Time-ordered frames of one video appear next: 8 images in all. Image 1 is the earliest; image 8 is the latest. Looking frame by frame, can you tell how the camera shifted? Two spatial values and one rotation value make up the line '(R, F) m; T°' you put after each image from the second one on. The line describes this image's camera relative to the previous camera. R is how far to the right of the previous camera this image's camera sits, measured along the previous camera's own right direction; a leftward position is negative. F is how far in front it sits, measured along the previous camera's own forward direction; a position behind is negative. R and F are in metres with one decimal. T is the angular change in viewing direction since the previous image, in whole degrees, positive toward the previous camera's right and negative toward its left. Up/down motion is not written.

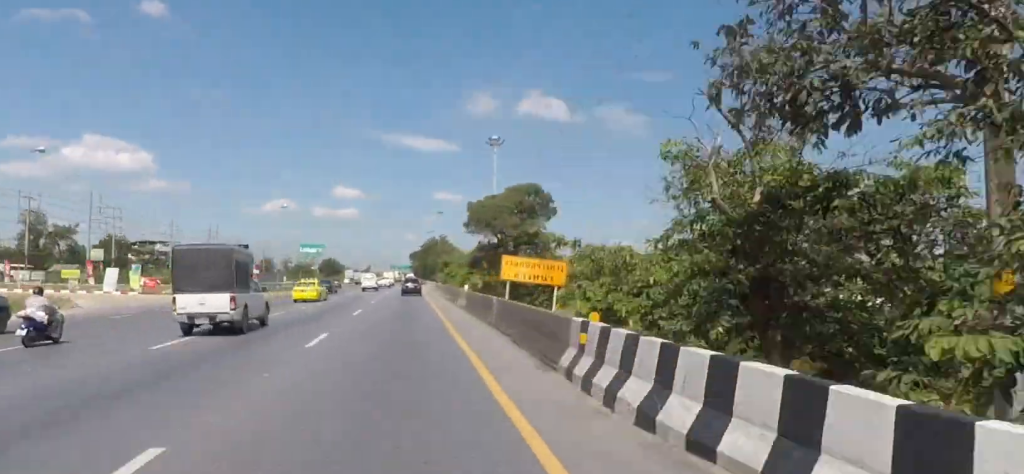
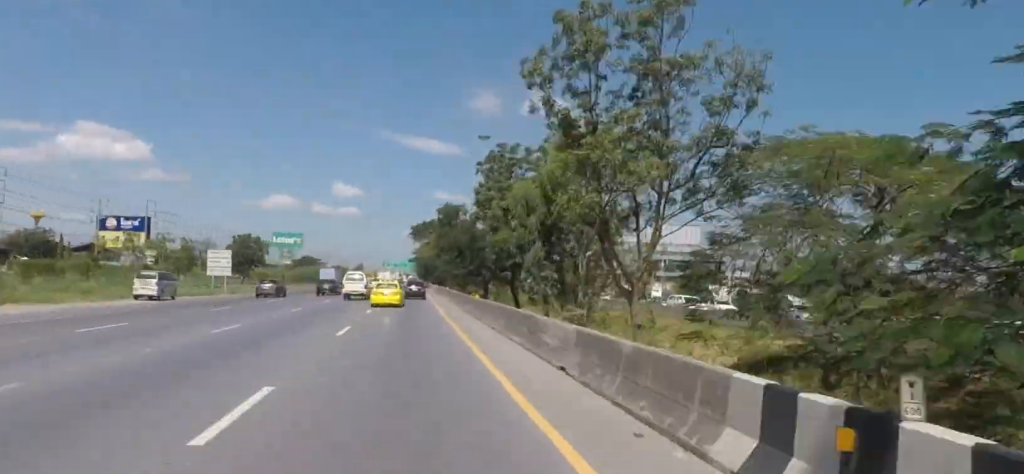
(-0.2, +124.3) m; 0°
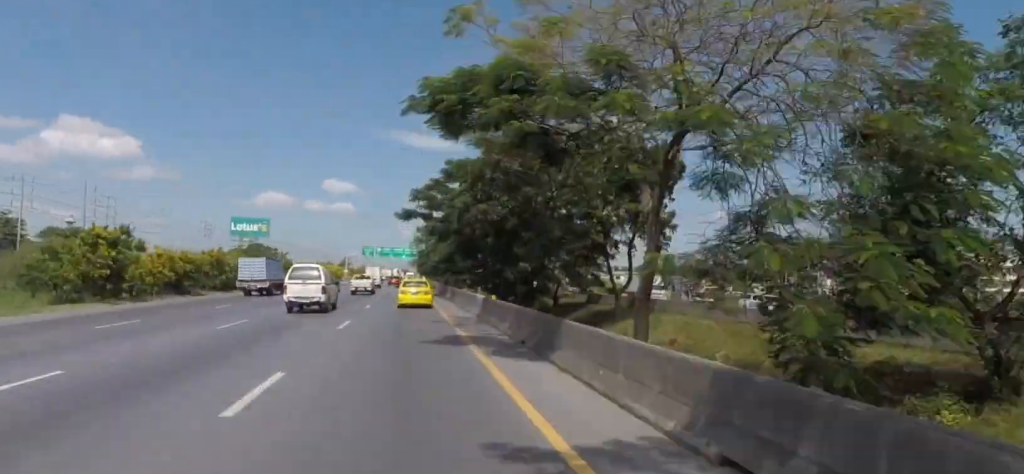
(+0.7, +106.9) m; +1°
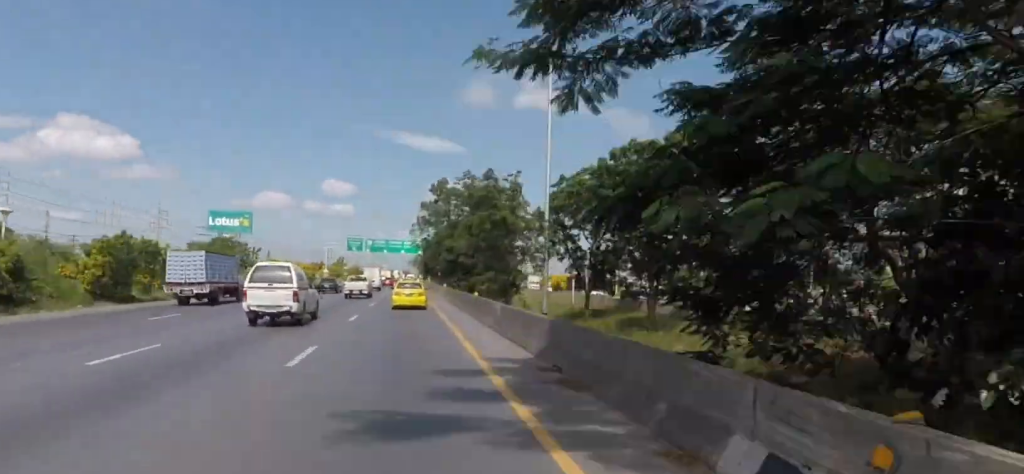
(+0.2, +44.9) m; 0°
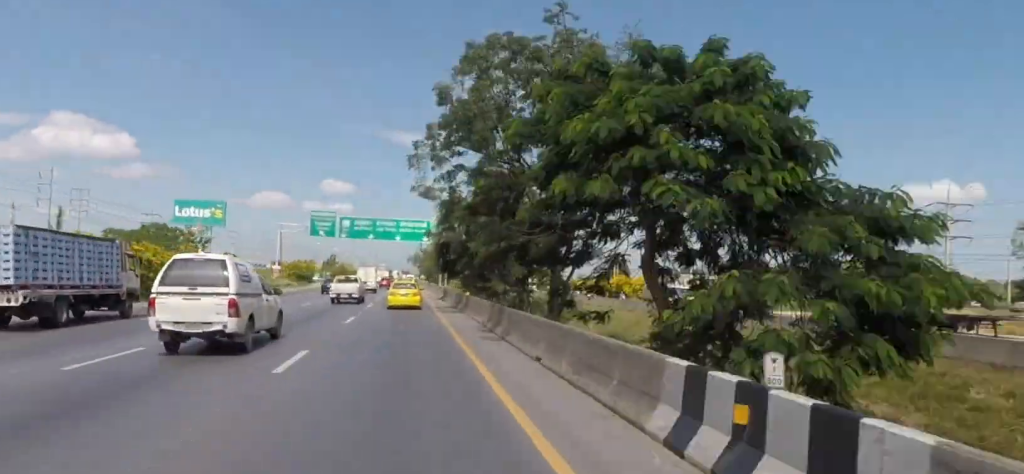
(+0.3, +49.3) m; 0°
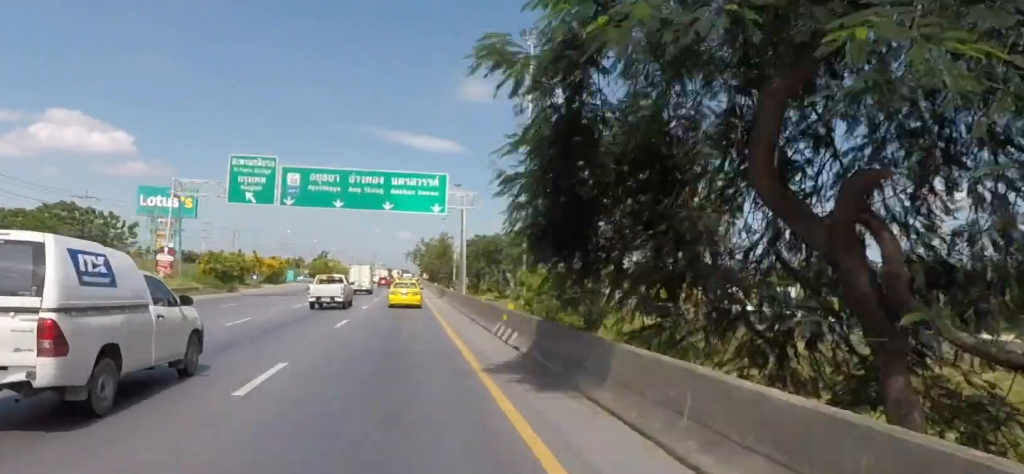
(-0.1, +38.5) m; 0°
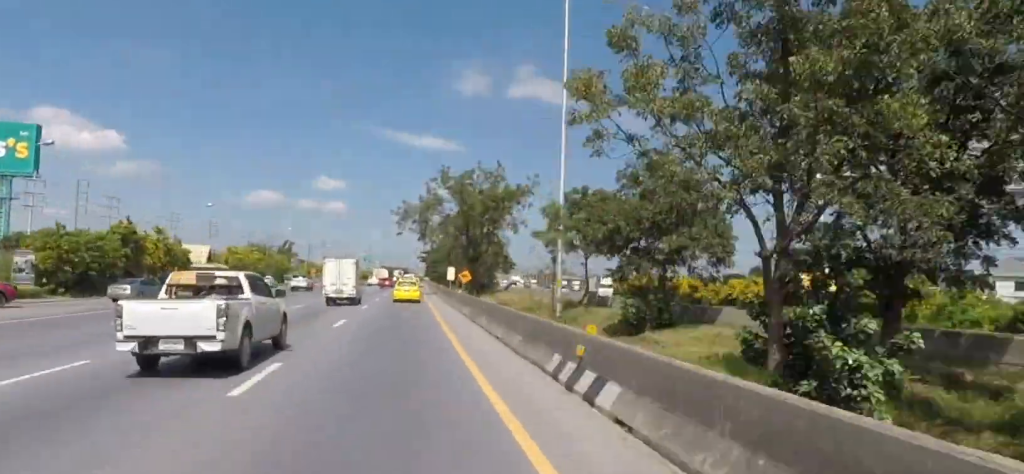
(-0.7, +109.9) m; 0°
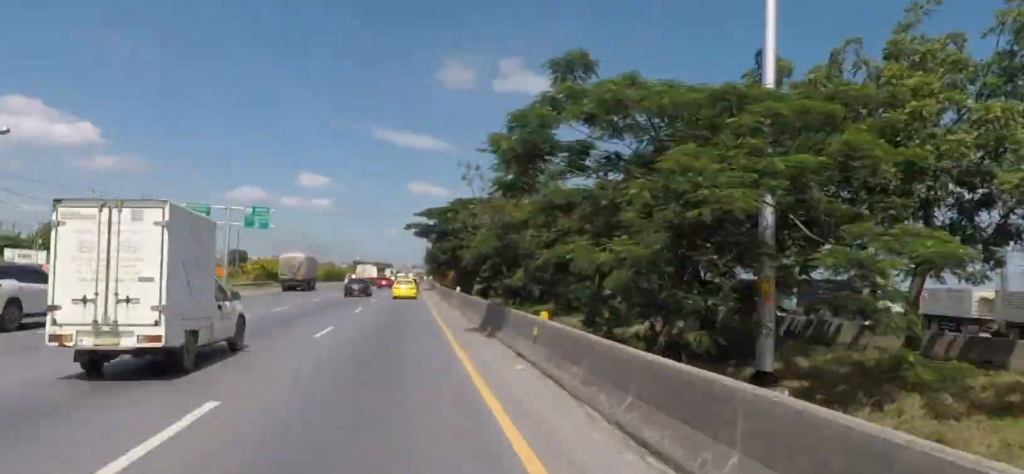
(+1.6, +123.9) m; +1°
